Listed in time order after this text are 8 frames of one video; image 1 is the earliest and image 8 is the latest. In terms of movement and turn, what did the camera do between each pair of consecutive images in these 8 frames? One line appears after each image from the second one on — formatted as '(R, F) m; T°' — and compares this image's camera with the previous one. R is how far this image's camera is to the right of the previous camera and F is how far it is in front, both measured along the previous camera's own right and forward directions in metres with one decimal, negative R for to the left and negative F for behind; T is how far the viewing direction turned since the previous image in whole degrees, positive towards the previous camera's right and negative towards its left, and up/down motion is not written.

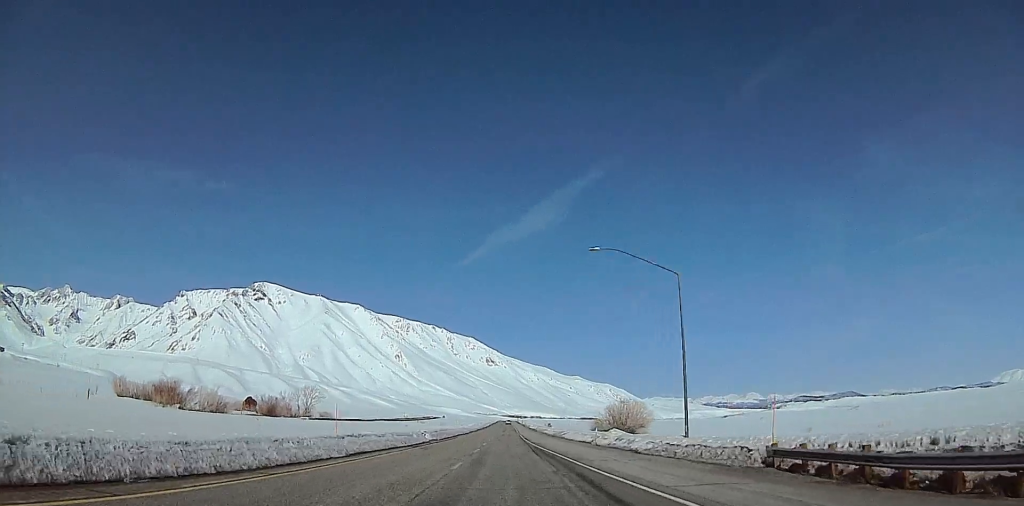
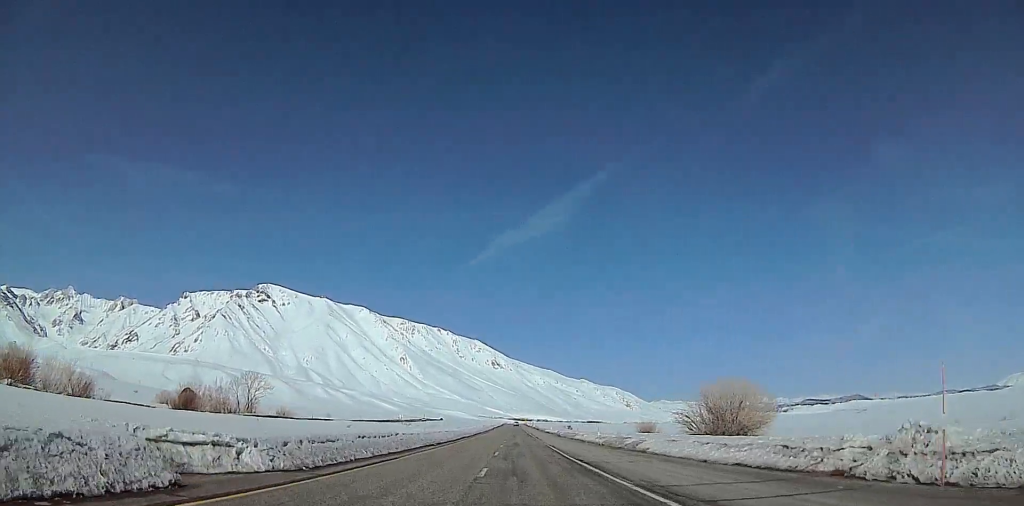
(+1.6, +46.6) m; +2°
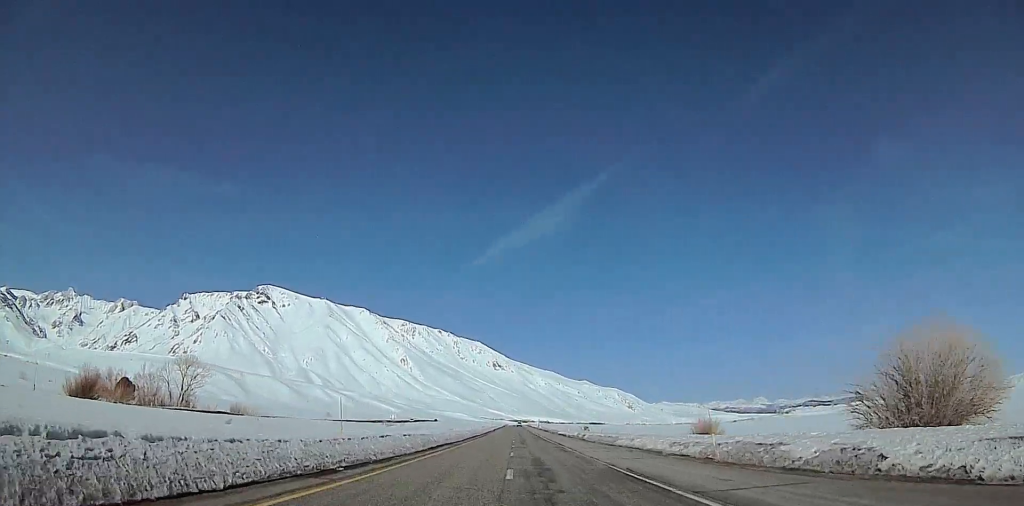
(-0.9, +30.4) m; -2°
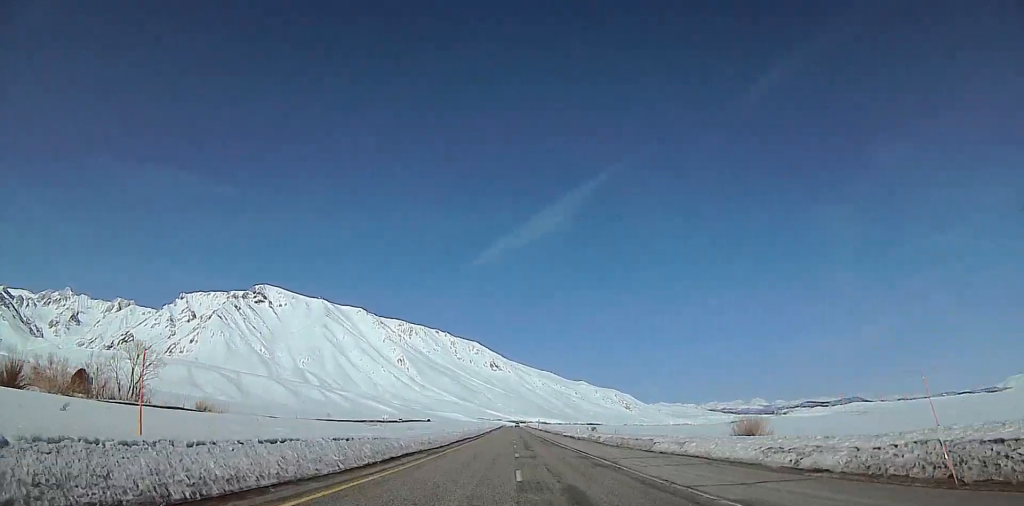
(-0.1, +15.1) m; 0°
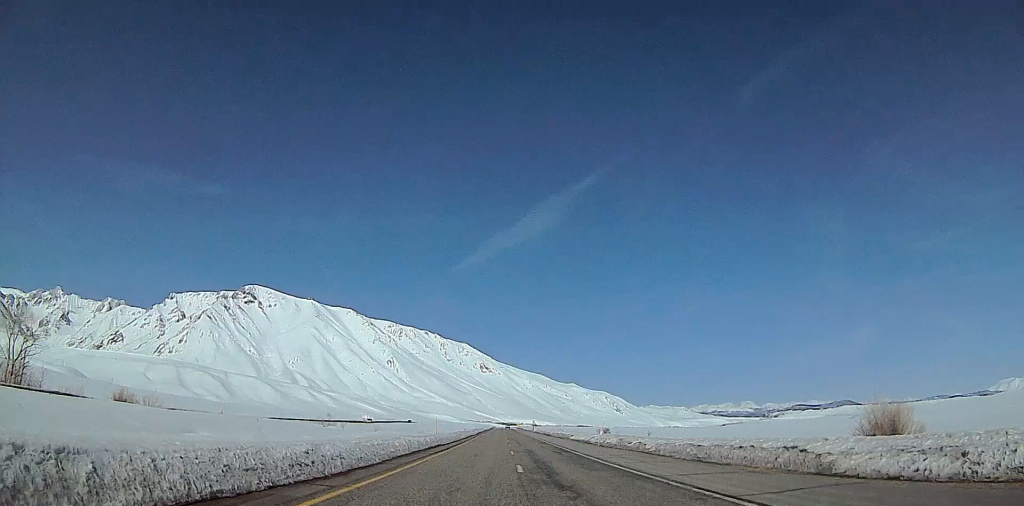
(-0.1, +25.6) m; 0°
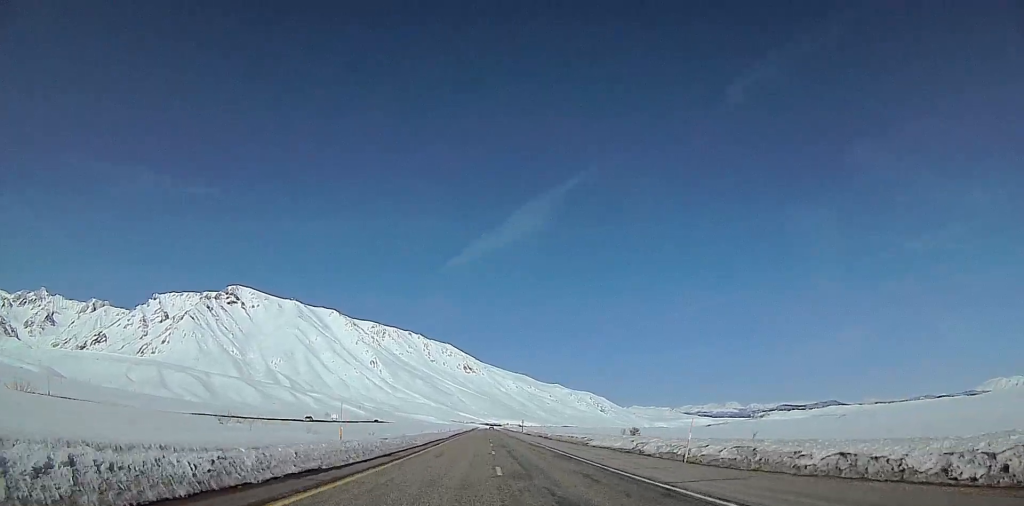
(0.0, +31.2) m; +1°
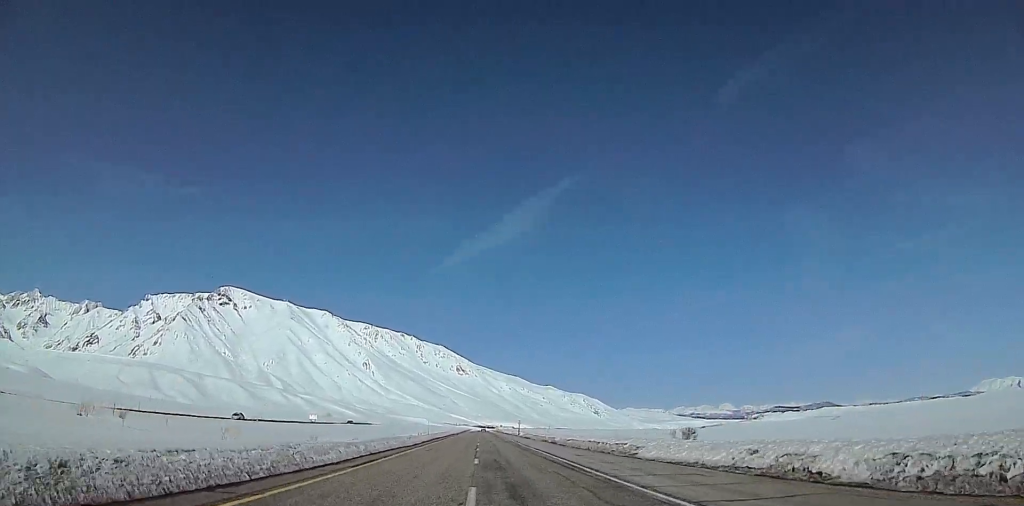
(+0.3, +22.7) m; +2°
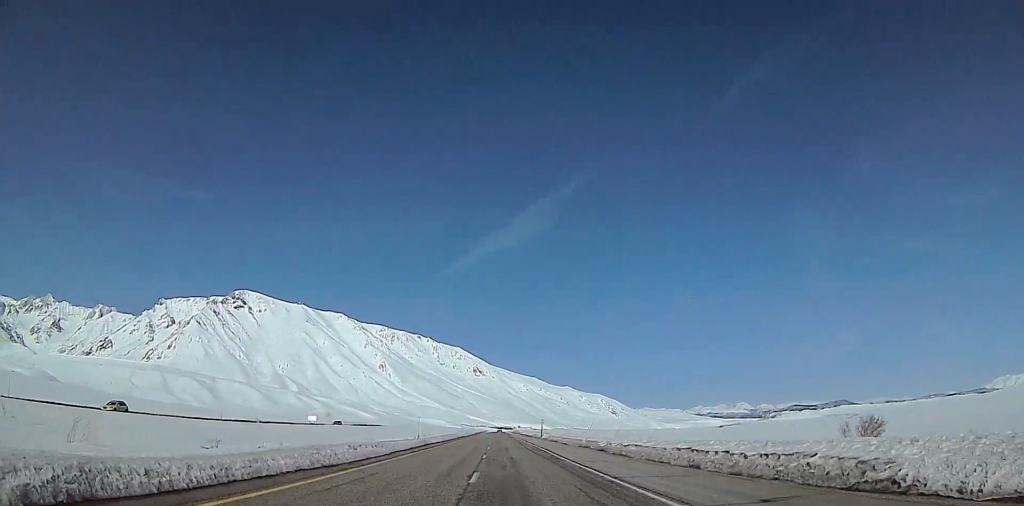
(+1.0, +23.5) m; 0°
